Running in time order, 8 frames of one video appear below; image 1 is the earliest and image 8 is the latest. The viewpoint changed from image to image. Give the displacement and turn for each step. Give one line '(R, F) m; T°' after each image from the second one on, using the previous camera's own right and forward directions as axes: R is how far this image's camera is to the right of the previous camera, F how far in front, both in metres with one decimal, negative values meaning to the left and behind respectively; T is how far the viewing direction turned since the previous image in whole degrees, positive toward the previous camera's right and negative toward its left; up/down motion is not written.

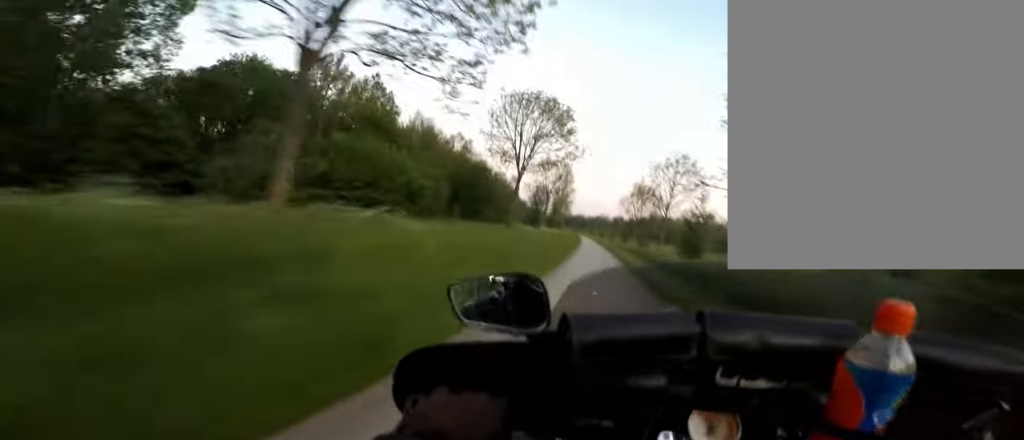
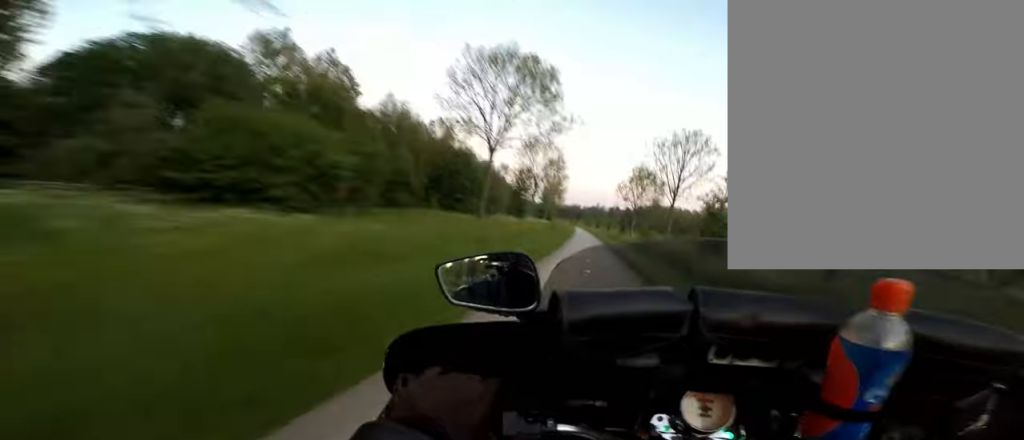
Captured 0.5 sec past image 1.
(+0.1, +7.3) m; -1°
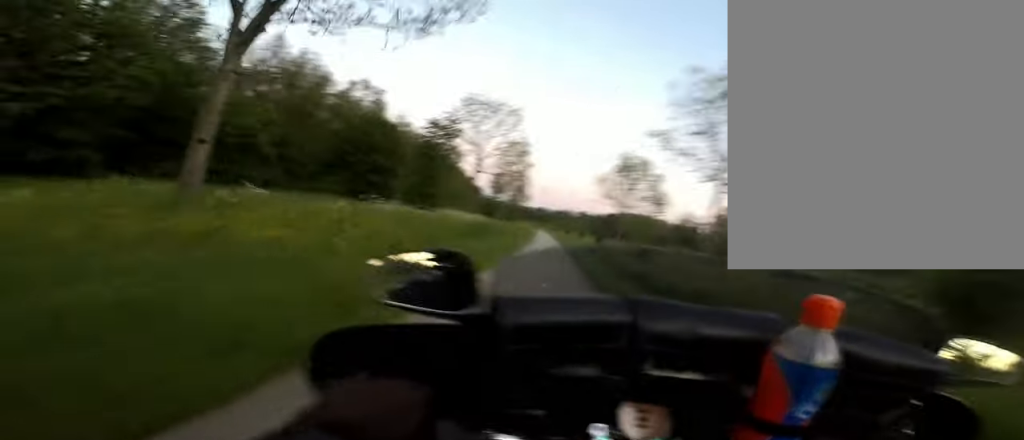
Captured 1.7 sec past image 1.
(-0.2, +17.9) m; +2°
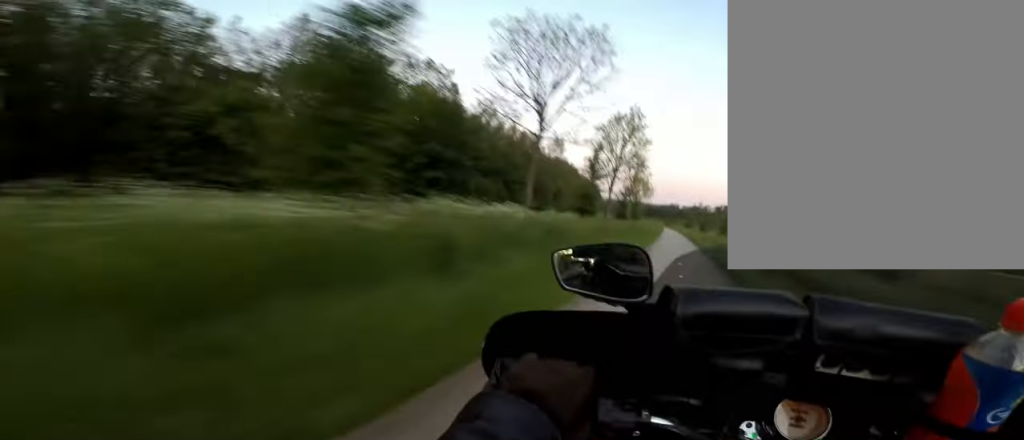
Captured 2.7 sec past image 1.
(+0.4, +13.5) m; 0°
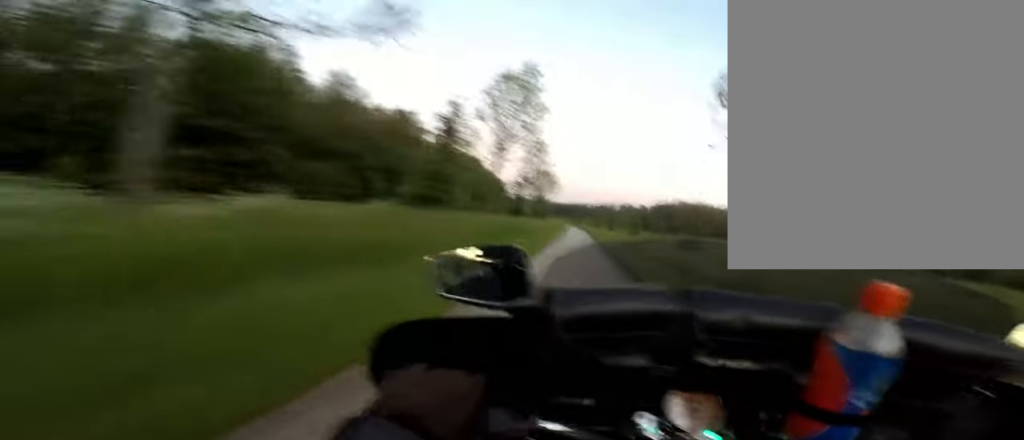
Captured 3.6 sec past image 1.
(-0.6, +12.6) m; 0°
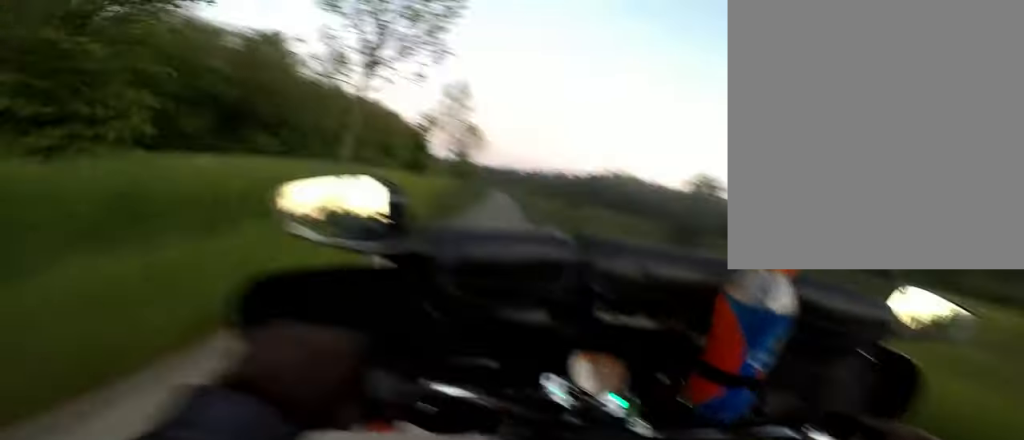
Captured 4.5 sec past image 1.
(+0.7, +11.5) m; 0°
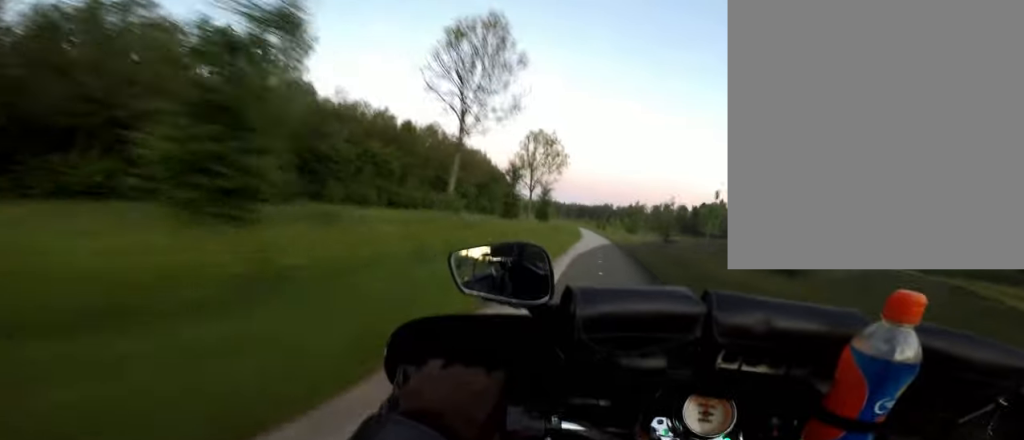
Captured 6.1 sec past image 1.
(-1.7, +24.1) m; -5°
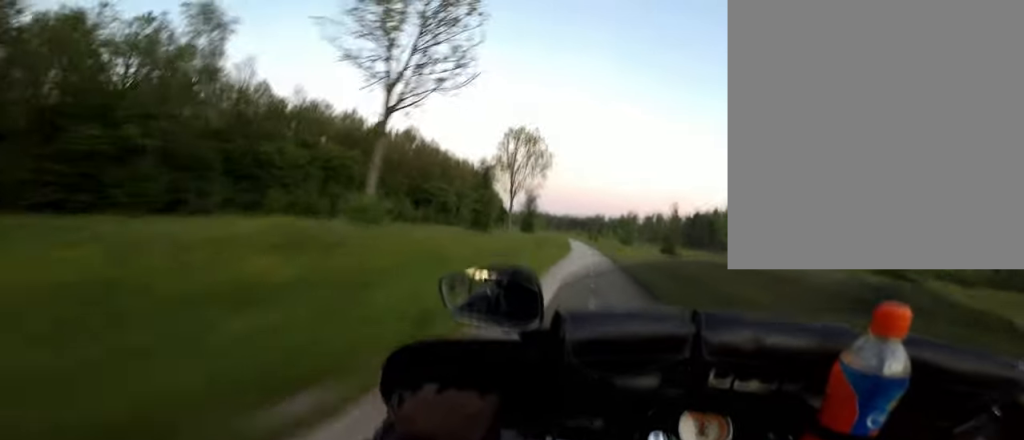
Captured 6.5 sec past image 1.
(0.0, +5.9) m; -1°
